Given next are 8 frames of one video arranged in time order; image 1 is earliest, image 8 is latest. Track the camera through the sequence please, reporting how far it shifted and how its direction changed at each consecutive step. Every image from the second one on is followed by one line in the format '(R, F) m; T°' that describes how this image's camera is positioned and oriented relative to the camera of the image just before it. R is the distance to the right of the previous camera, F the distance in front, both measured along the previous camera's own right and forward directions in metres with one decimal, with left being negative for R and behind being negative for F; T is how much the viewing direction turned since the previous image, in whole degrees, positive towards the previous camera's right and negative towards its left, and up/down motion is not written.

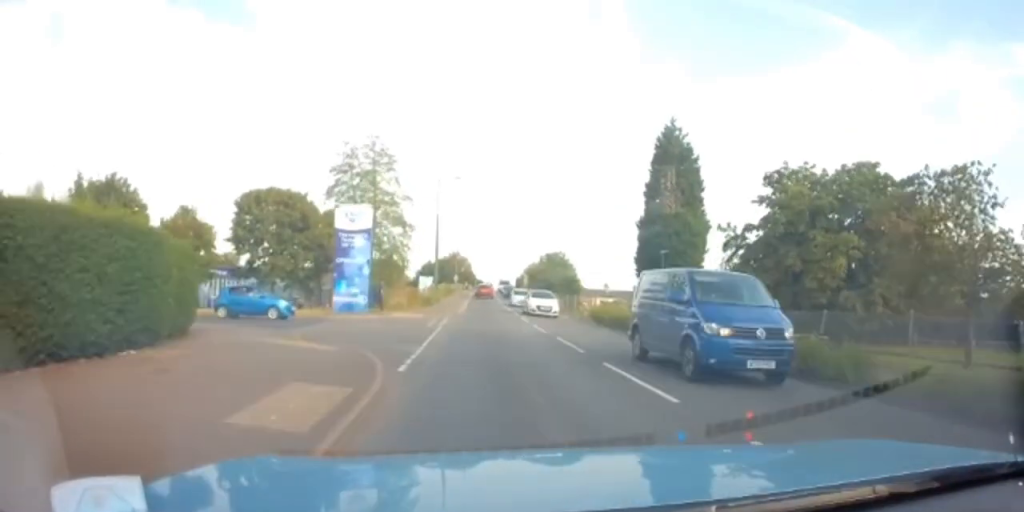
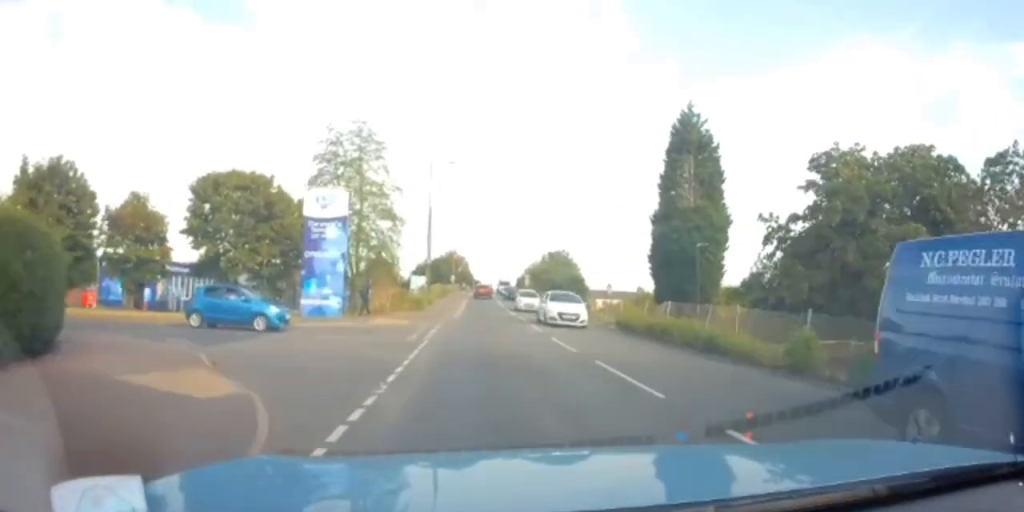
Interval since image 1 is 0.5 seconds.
(+0.1, +5.6) m; 0°
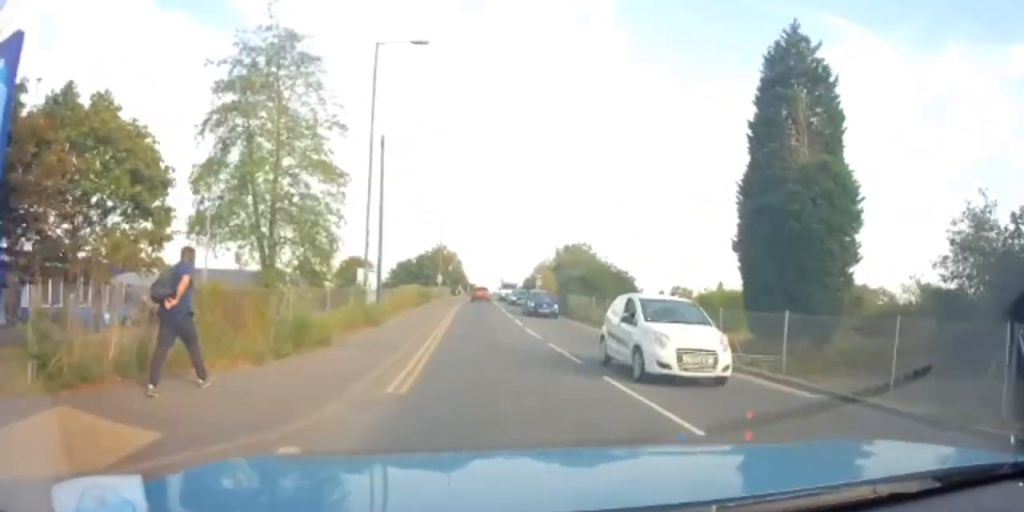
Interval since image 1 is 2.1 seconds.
(-0.1, +20.5) m; -1°
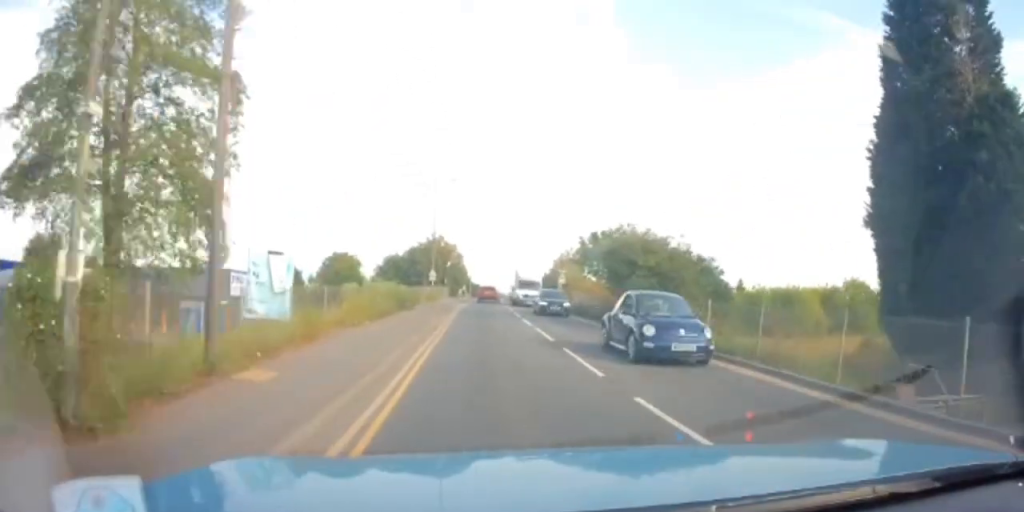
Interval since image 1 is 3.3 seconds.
(0.0, +13.9) m; +1°
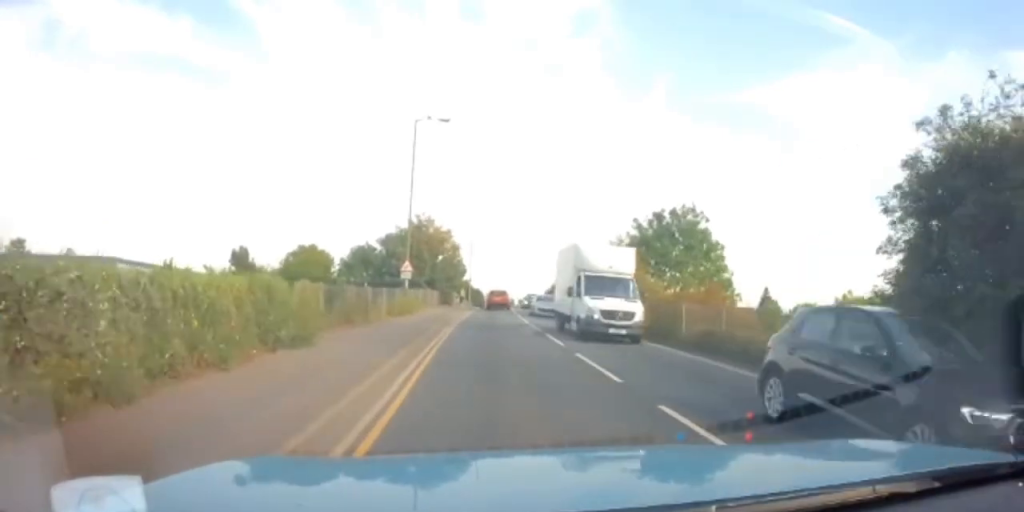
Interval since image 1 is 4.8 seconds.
(+0.3, +18.5) m; -1°
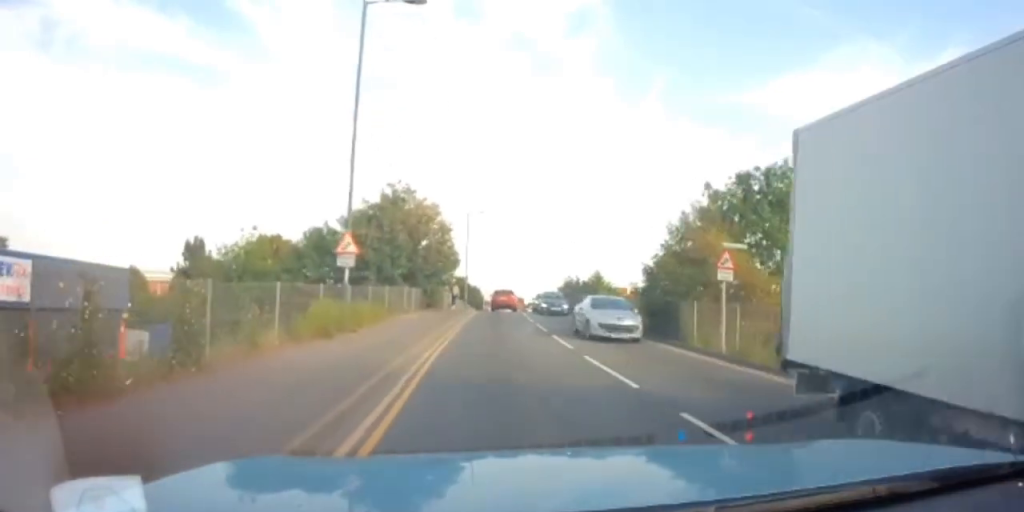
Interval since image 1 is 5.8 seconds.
(-0.3, +12.5) m; 0°
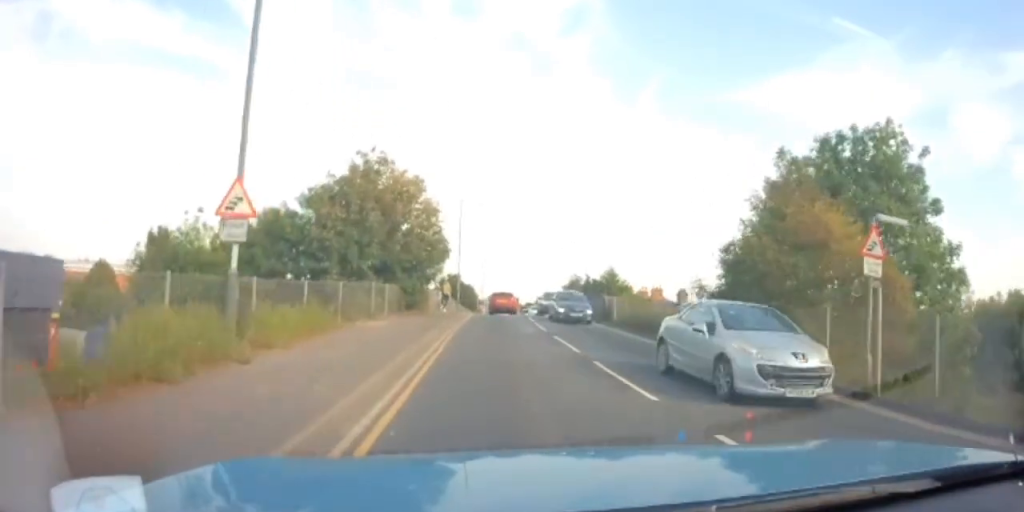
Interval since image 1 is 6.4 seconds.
(+0.1, +7.1) m; +2°
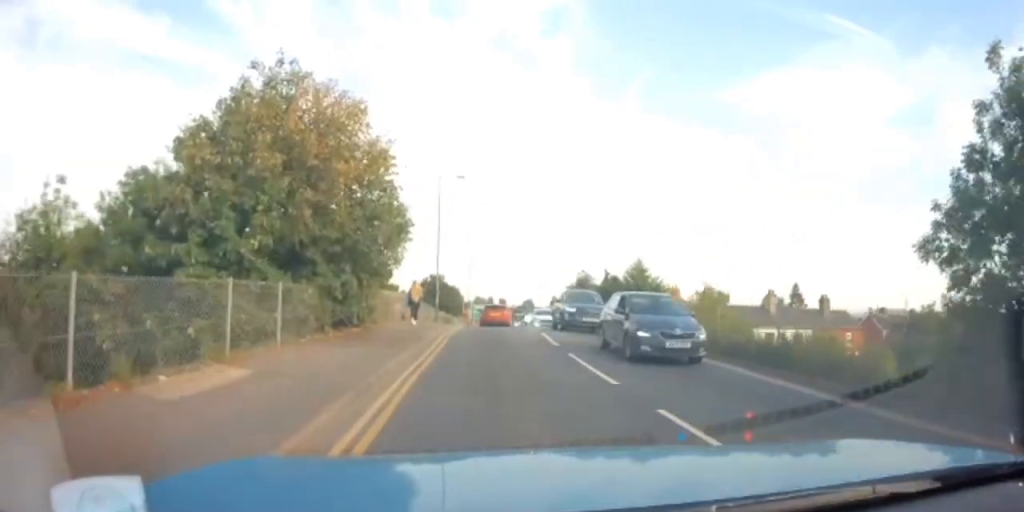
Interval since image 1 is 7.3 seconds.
(+0.4, +10.7) m; +2°
